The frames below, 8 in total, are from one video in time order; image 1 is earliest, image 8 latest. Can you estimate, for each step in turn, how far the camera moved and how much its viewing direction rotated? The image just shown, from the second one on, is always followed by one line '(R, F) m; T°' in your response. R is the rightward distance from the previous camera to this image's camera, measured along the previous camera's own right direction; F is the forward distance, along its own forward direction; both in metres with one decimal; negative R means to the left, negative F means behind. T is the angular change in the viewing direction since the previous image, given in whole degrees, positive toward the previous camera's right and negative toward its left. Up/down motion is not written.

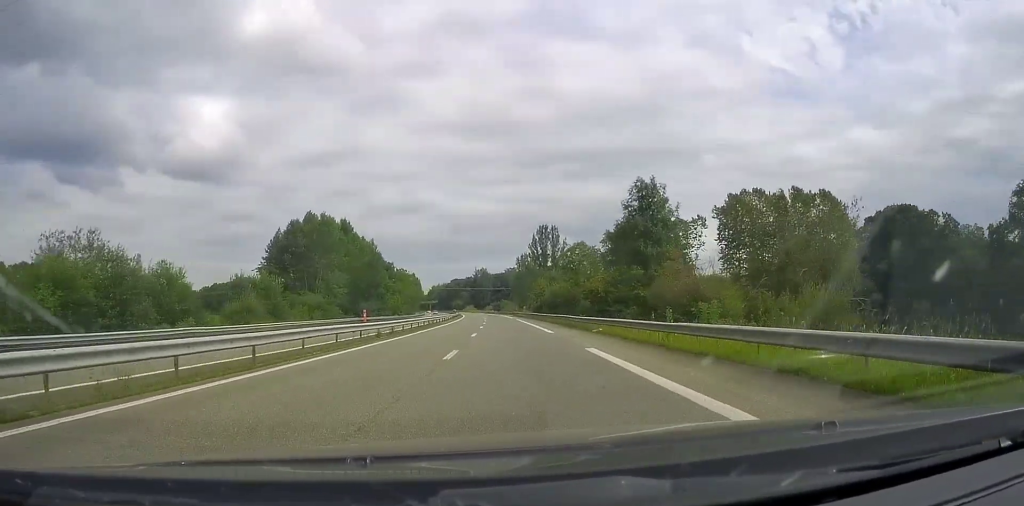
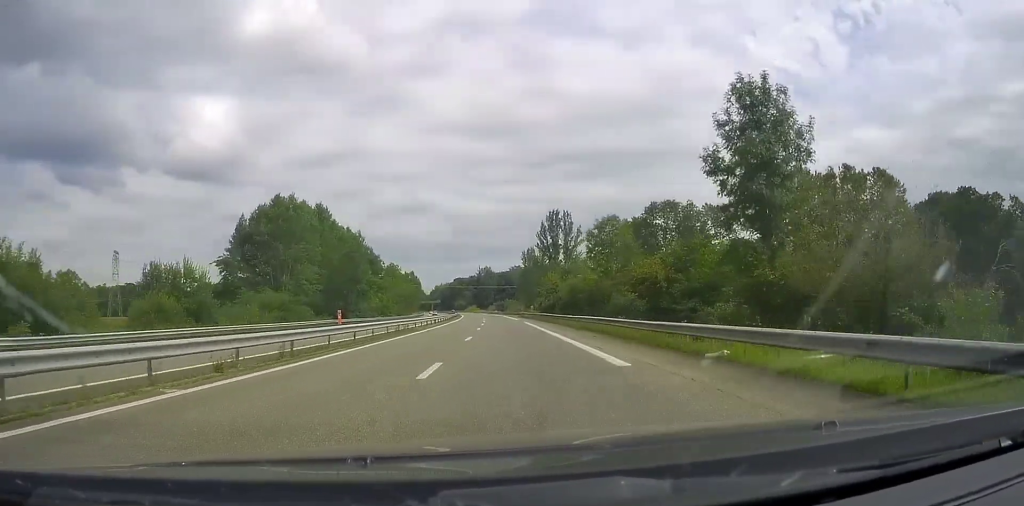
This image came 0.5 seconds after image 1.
(+0.2, +17.0) m; -1°
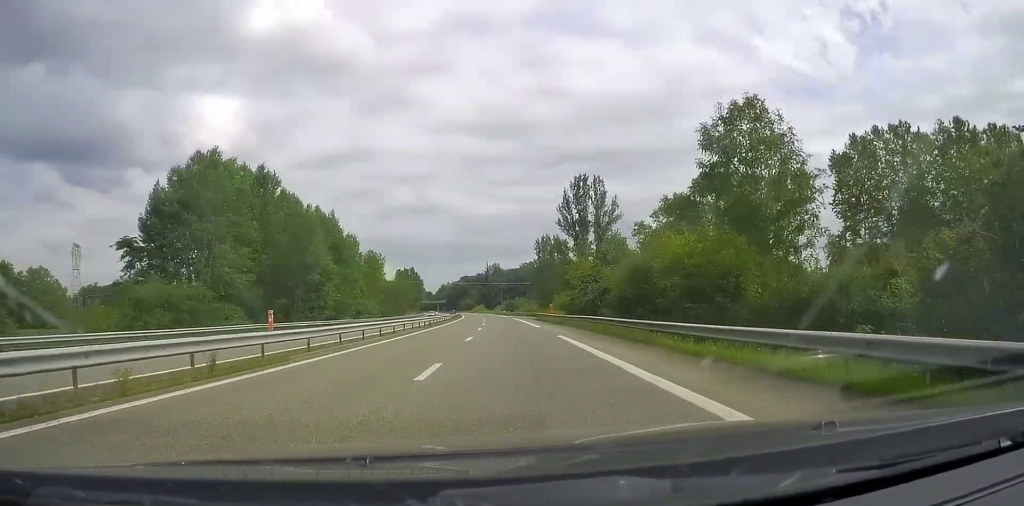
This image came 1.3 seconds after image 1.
(-0.9, +26.3) m; -2°
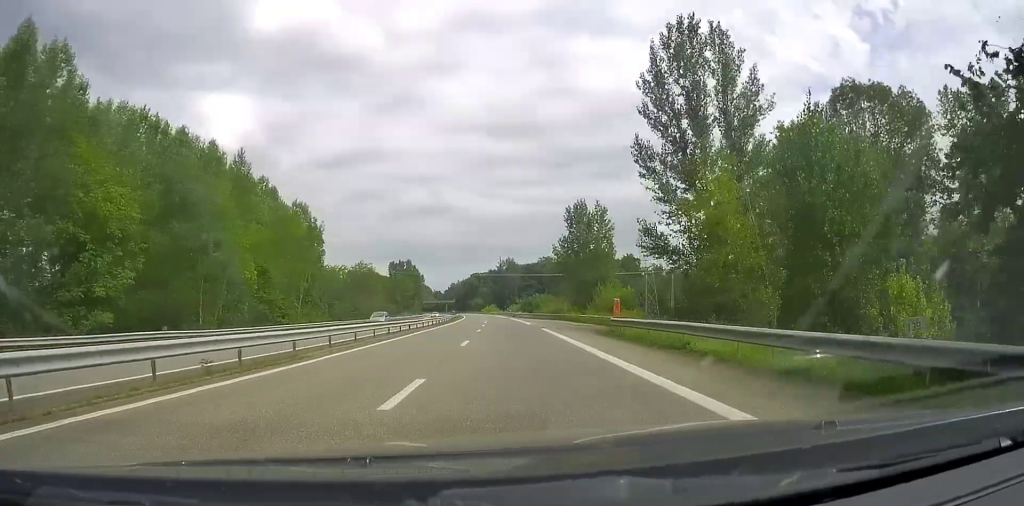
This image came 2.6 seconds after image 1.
(-0.4, +41.7) m; -1°
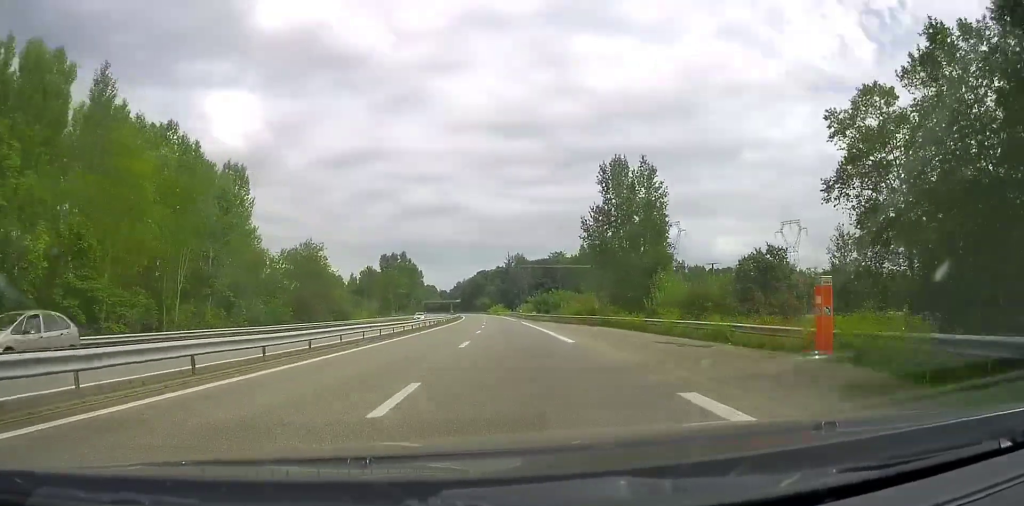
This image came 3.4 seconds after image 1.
(0.0, +26.4) m; 0°
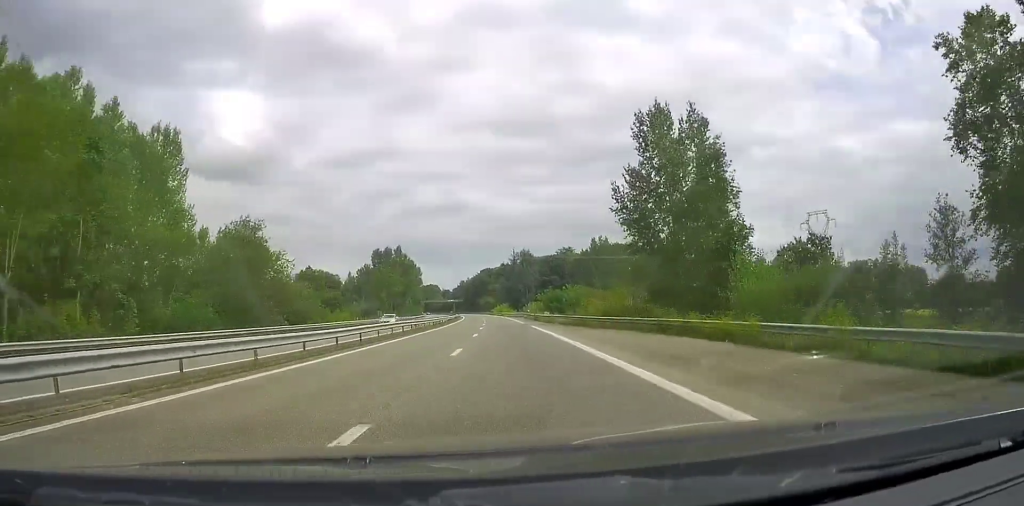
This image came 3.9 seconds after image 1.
(0.0, +16.5) m; 0°
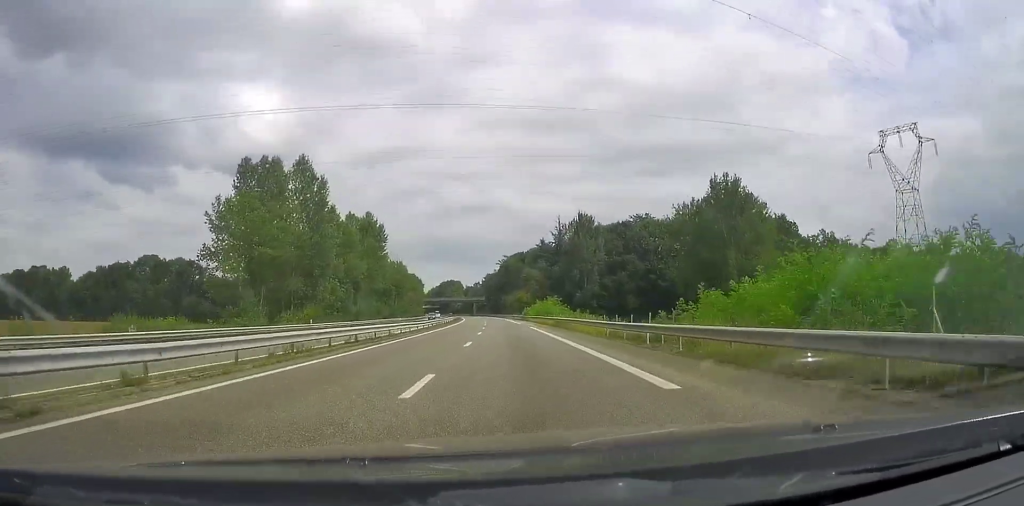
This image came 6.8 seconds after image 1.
(-3.3, +97.6) m; -4°
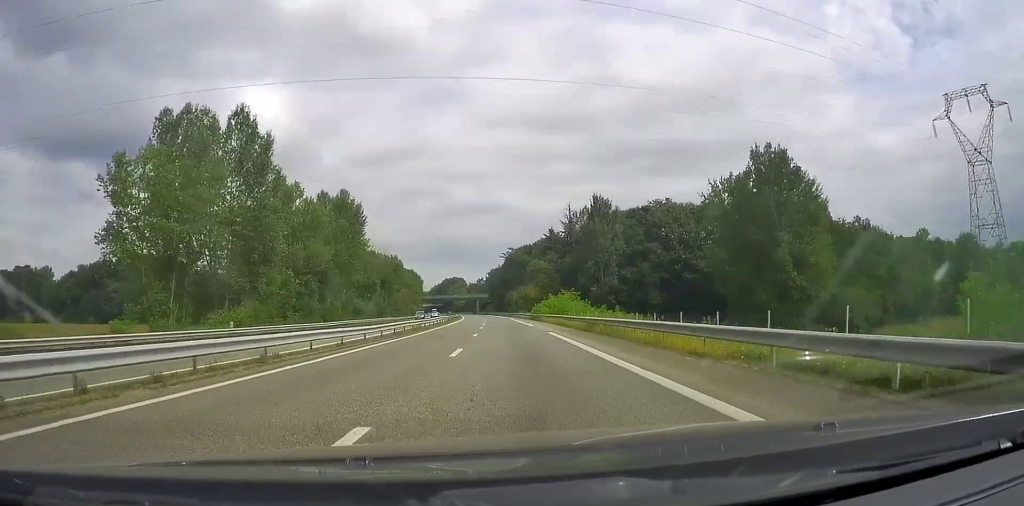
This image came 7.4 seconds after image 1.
(-0.4, +18.3) m; 0°
